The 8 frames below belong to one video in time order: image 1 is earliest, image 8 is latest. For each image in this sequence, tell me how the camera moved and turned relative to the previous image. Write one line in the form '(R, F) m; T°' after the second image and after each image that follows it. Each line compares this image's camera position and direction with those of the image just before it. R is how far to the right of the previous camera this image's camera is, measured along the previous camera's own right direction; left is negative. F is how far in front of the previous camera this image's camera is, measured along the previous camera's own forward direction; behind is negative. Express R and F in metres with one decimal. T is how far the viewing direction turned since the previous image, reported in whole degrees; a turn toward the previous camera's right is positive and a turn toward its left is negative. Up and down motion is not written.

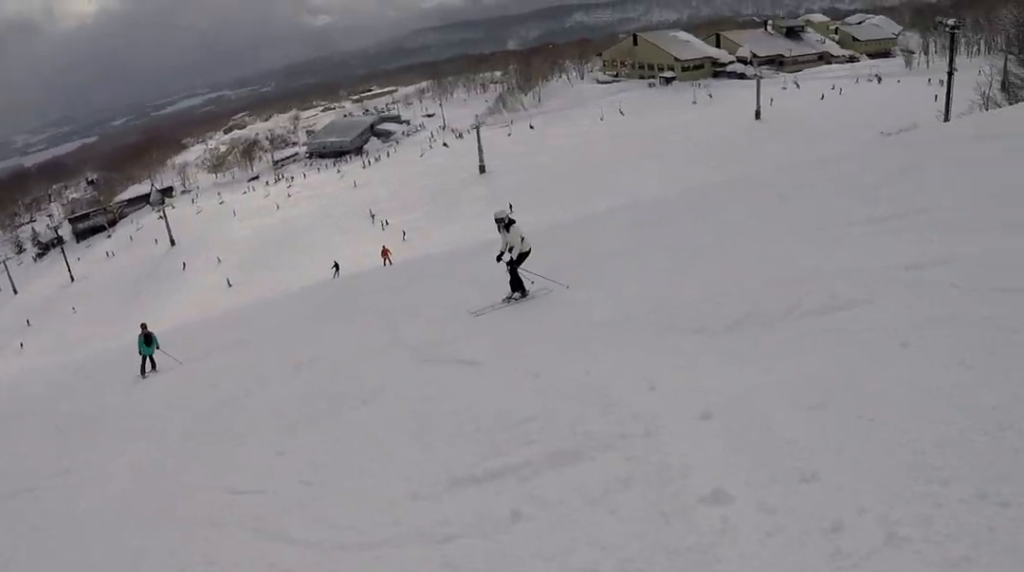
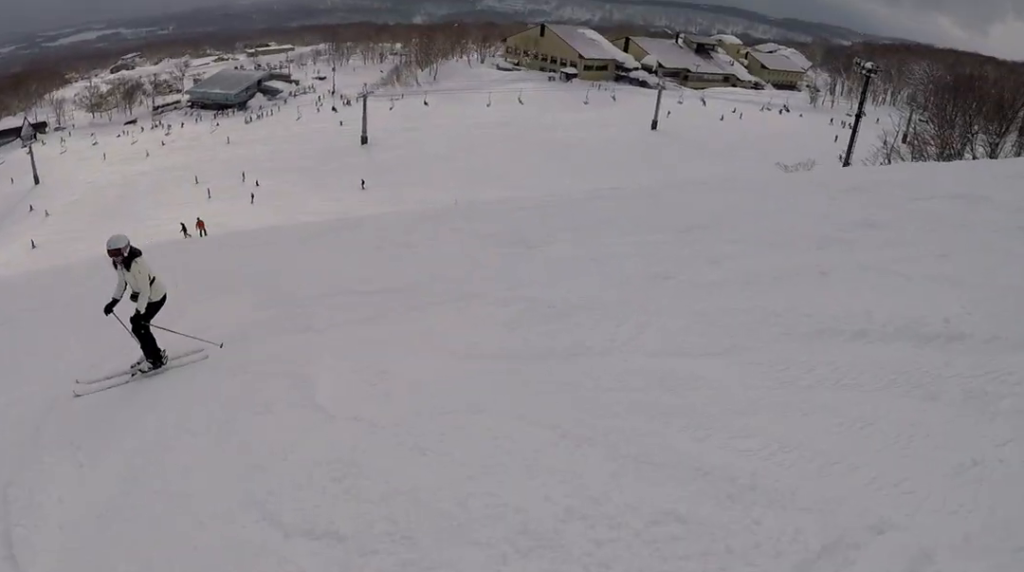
(+2.2, +3.3) m; +20°
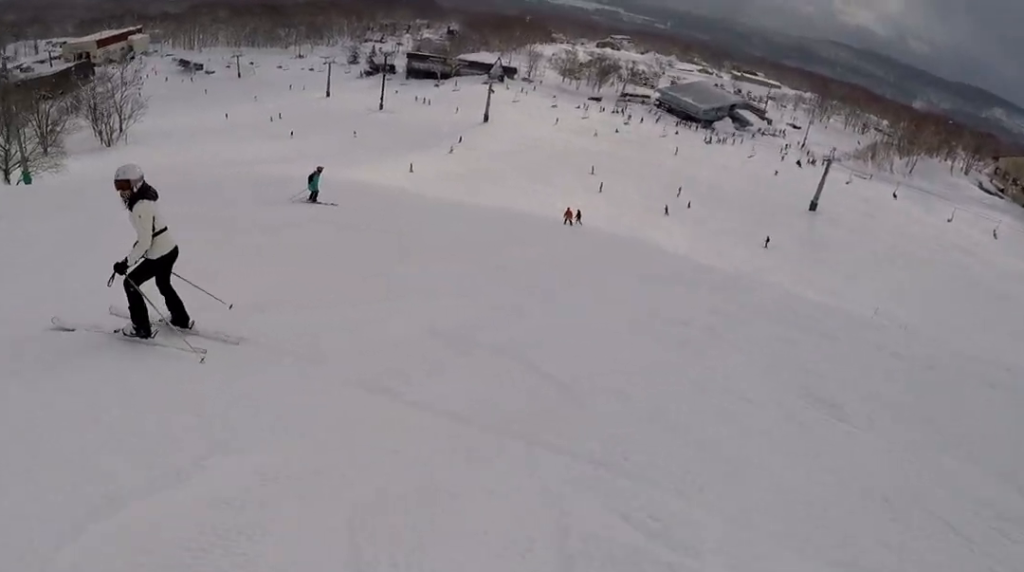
(-0.8, +3.5) m; -17°
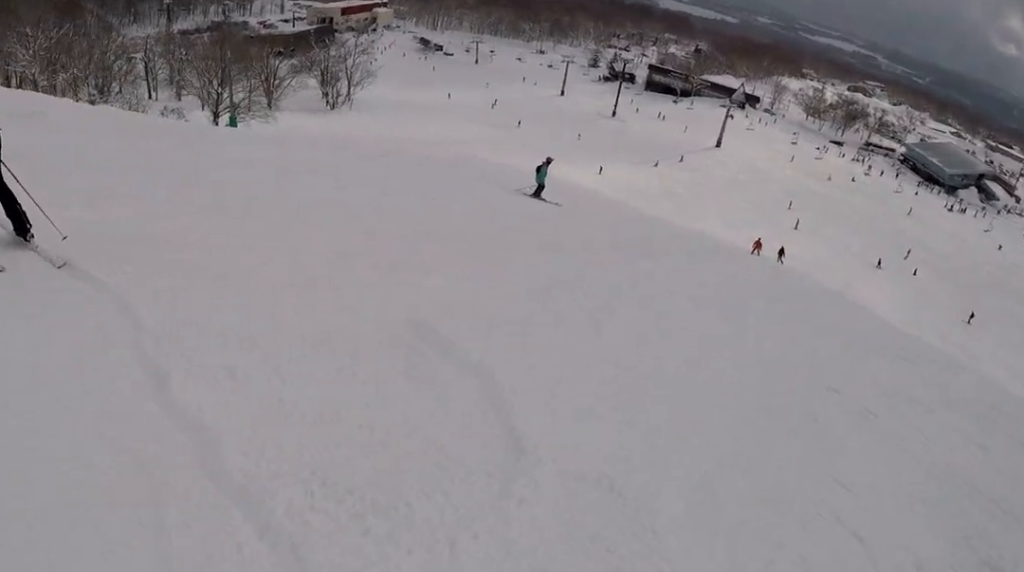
(-0.3, +2.6) m; -17°
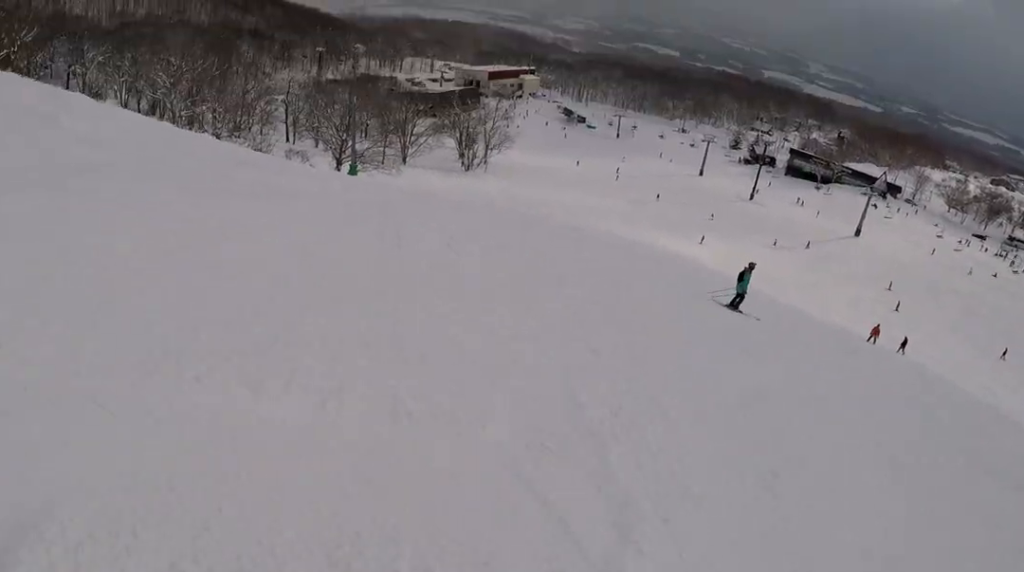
(-0.4, +3.2) m; -24°
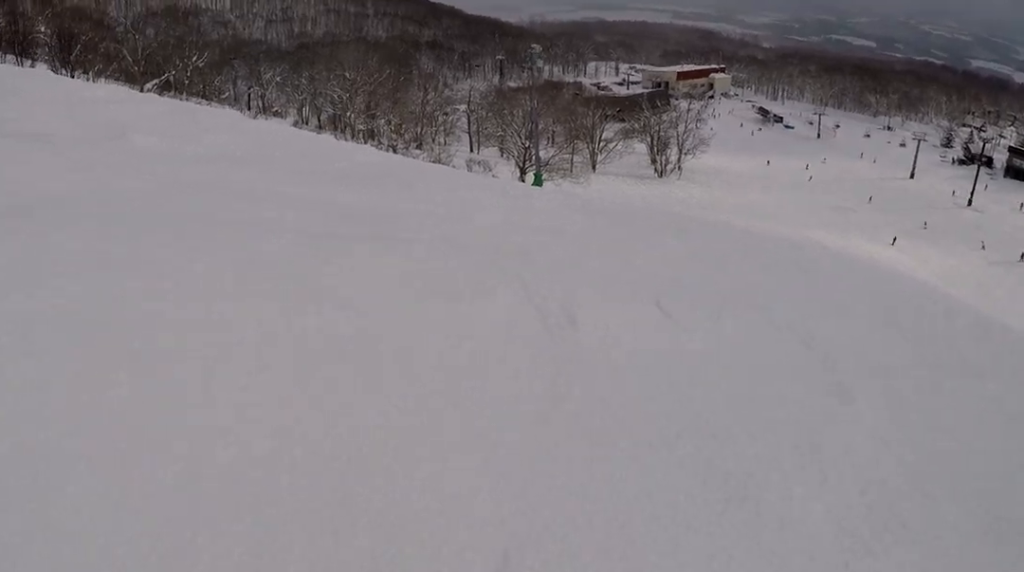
(-0.8, +3.1) m; -26°
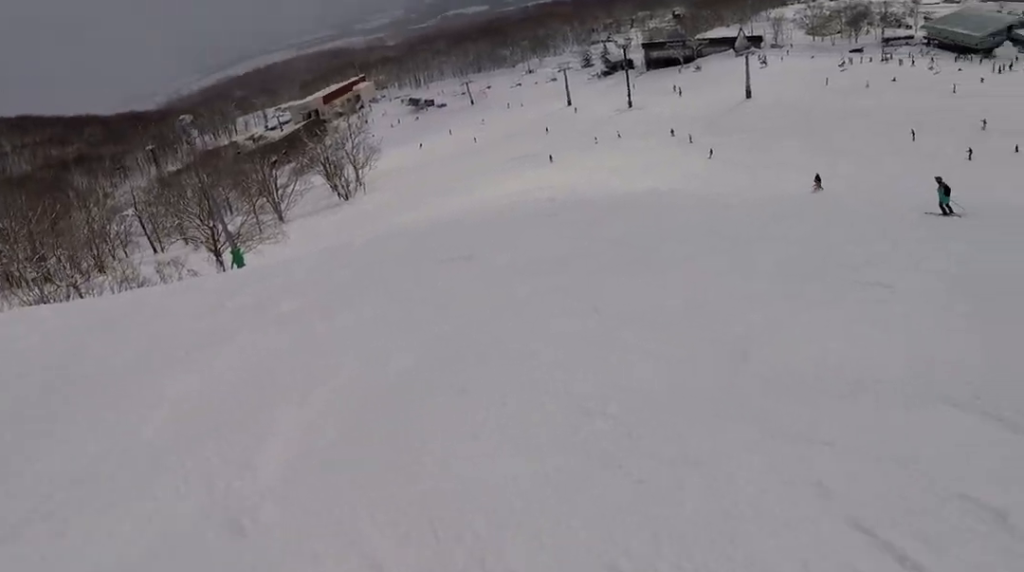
(-0.2, +6.6) m; +19°
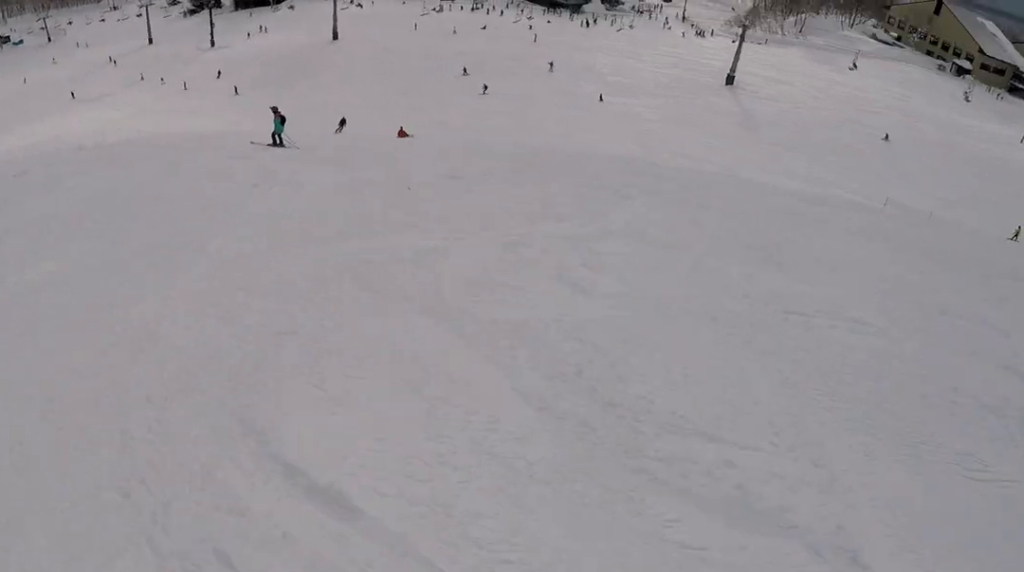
(+3.5, +6.9) m; +40°
